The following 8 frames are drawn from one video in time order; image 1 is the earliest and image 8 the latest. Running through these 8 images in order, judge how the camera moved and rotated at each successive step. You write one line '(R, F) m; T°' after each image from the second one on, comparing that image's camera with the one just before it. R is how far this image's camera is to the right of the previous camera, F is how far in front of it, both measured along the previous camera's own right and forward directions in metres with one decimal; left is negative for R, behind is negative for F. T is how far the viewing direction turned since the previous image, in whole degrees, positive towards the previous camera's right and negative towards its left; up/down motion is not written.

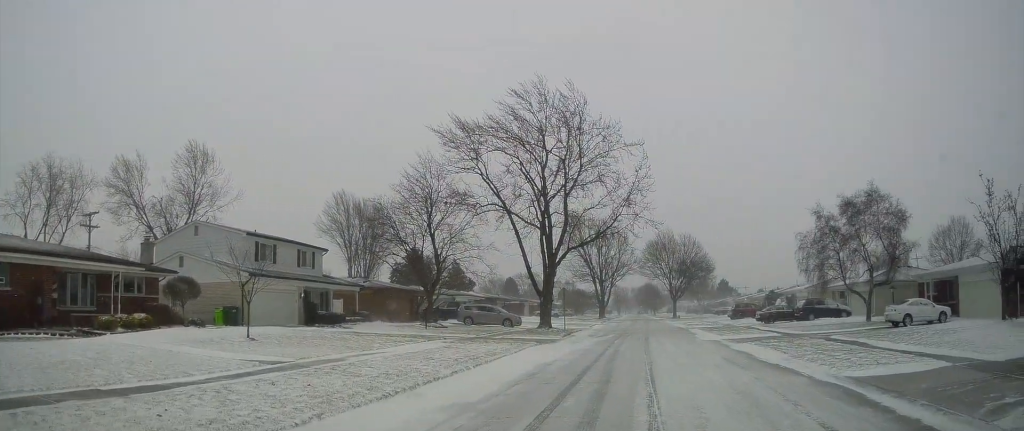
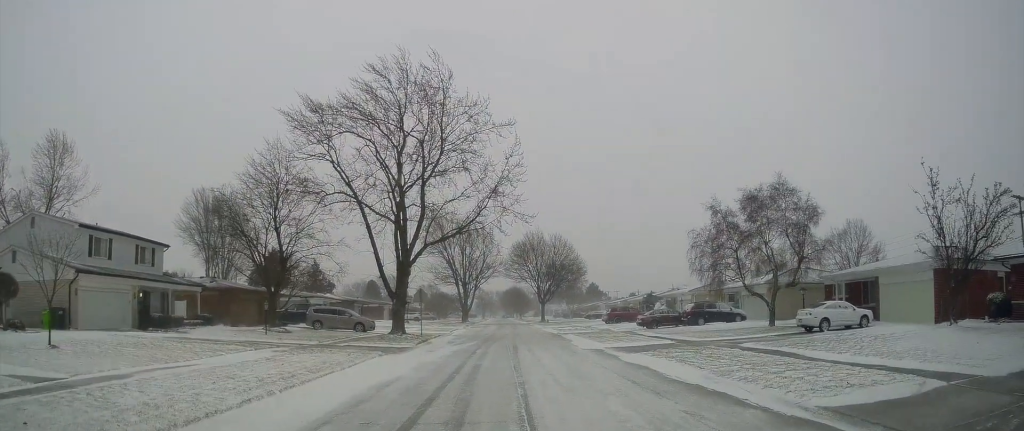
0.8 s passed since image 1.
(+0.8, +4.6) m; +5°
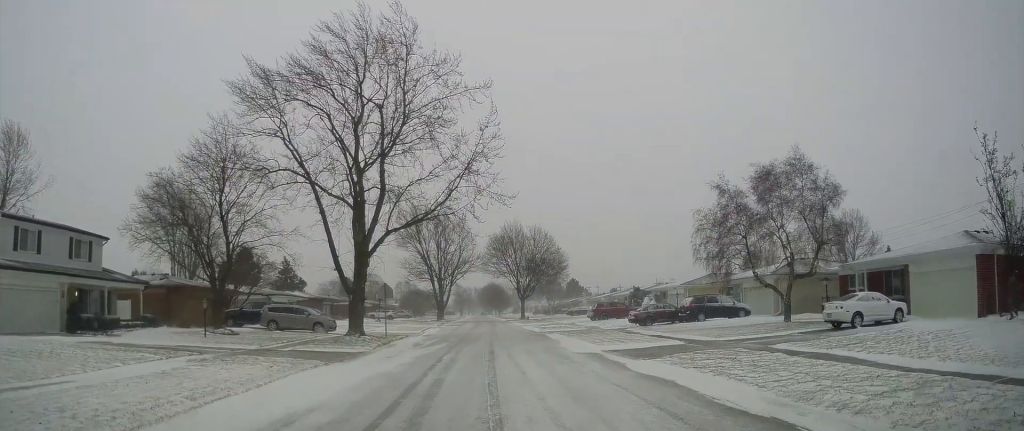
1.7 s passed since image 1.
(-0.1, +5.1) m; -1°
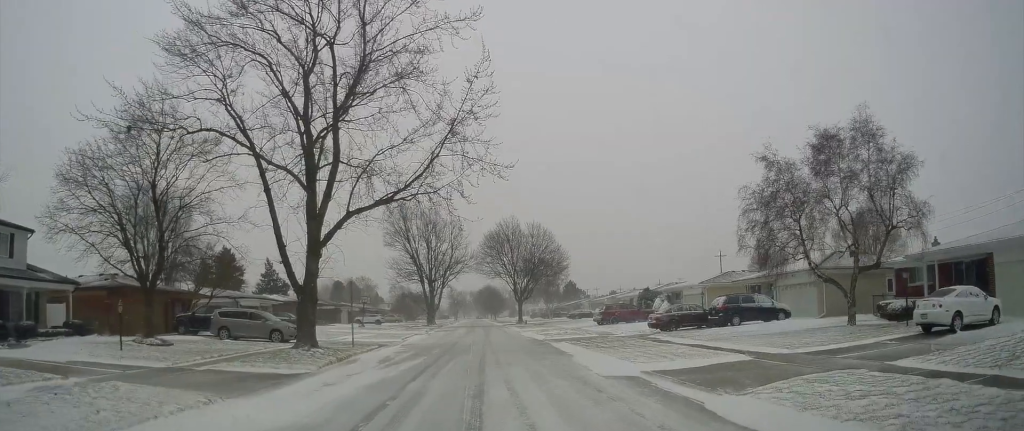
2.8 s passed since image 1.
(-0.1, +7.8) m; -1°
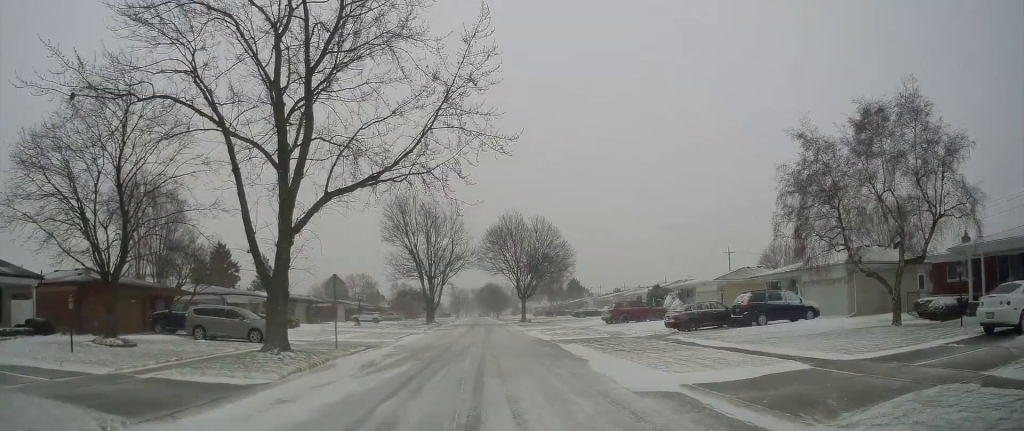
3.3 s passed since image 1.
(+0.3, +3.4) m; 0°
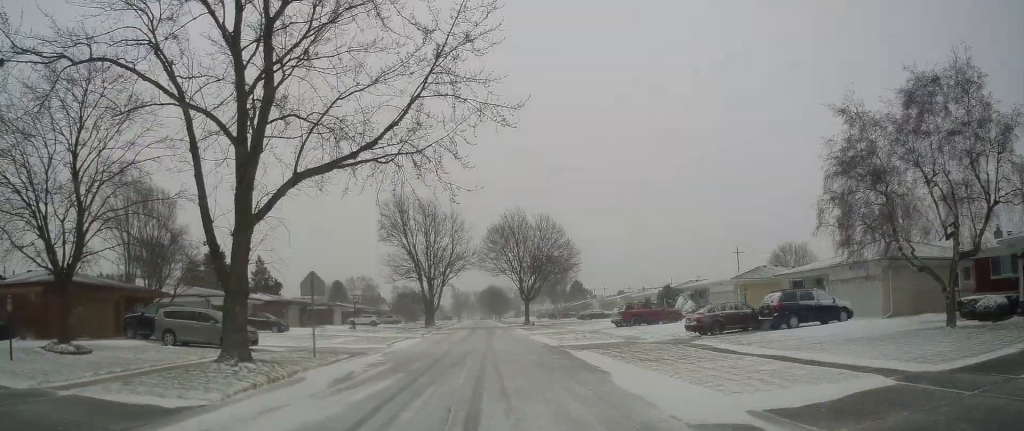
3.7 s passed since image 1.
(-0.3, +3.7) m; -3°
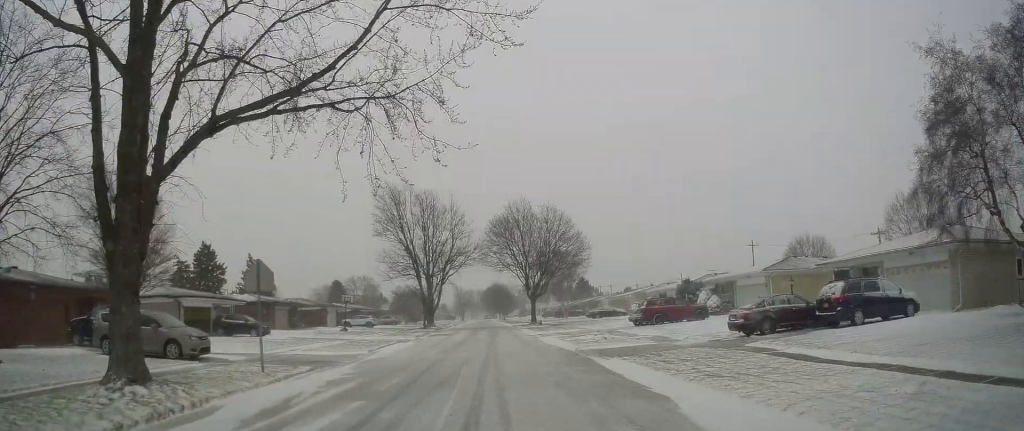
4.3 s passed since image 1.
(-0.2, +5.2) m; -3°
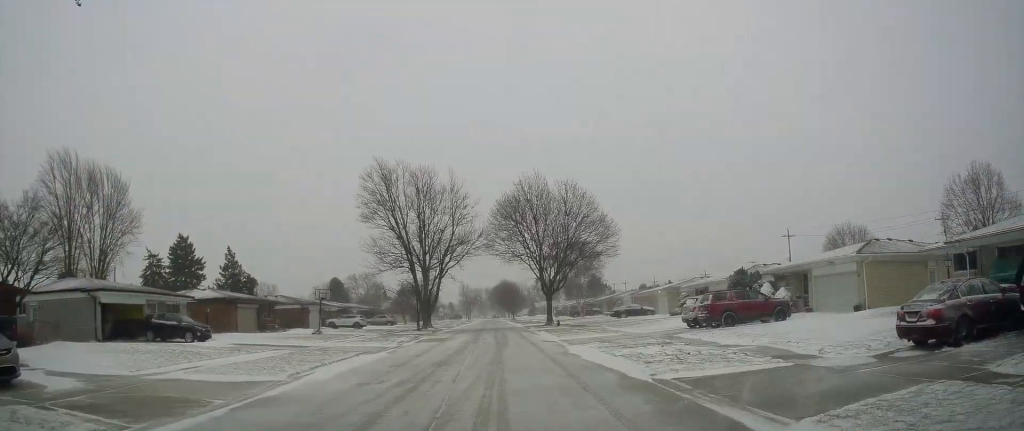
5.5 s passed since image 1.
(-0.1, +11.5) m; 0°
